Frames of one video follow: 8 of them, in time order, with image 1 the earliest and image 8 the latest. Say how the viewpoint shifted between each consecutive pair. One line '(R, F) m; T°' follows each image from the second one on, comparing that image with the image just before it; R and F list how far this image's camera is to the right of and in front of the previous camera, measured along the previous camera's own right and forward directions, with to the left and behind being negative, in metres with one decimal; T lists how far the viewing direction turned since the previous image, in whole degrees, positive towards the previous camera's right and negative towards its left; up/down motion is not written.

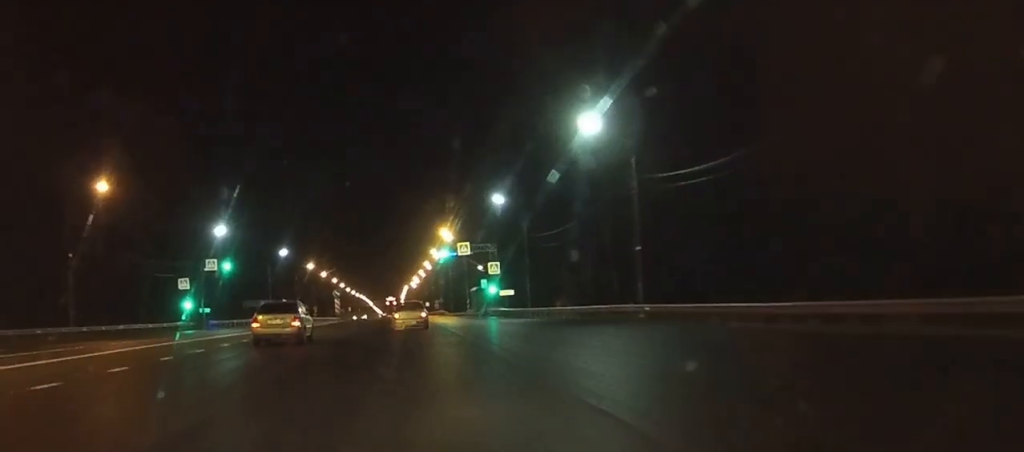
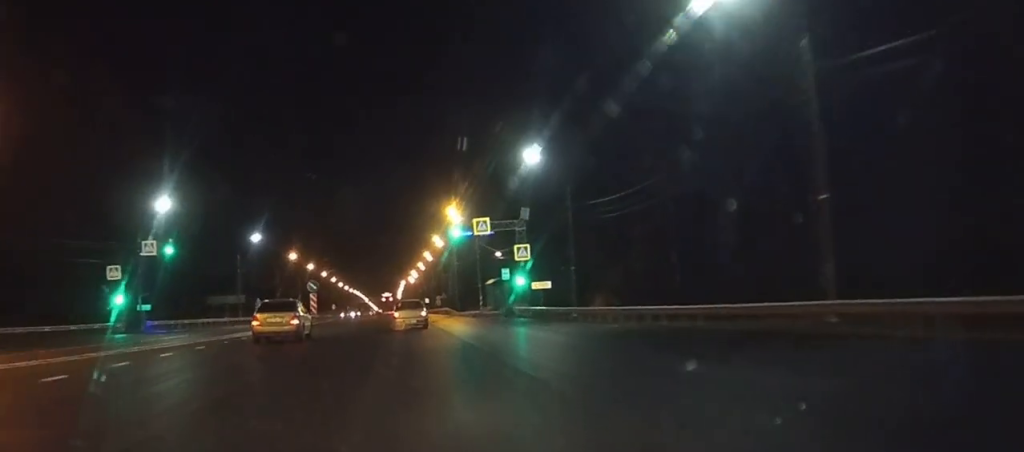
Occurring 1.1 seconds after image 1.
(+0.1, +22.5) m; 0°
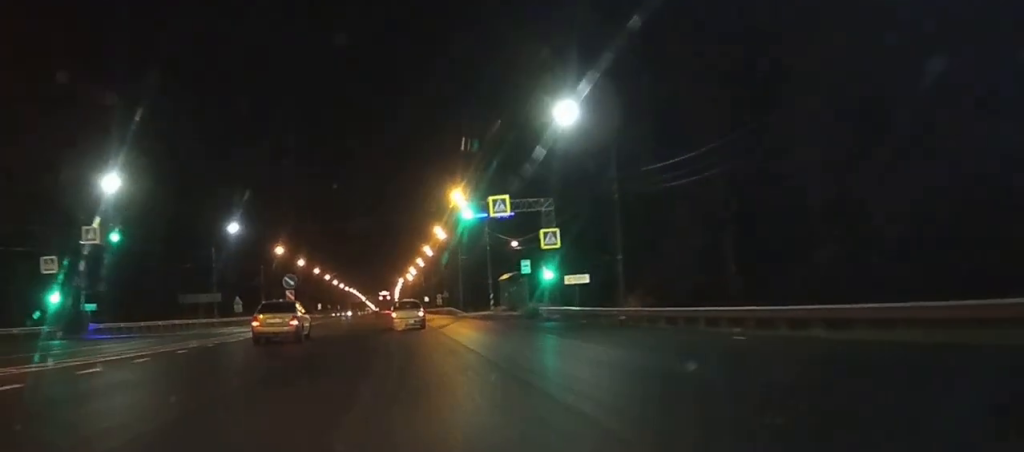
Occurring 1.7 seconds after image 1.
(+0.1, +13.3) m; 0°
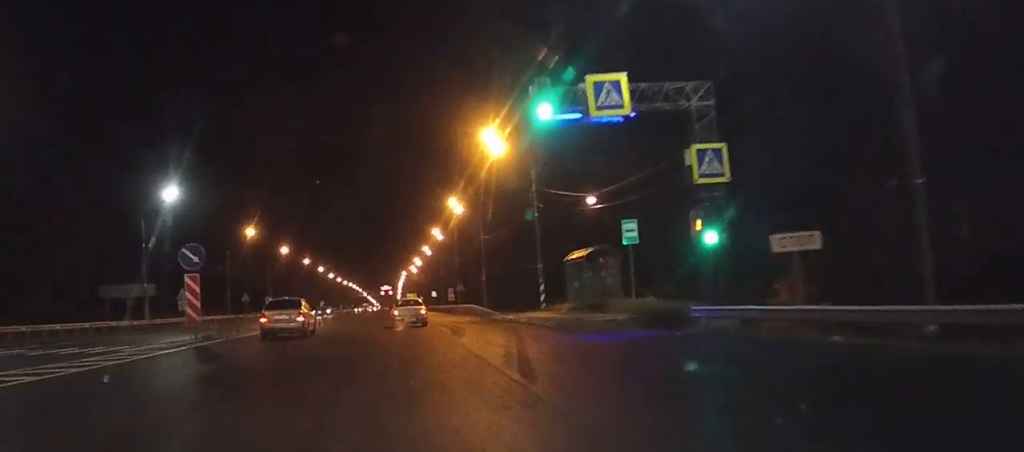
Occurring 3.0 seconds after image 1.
(-0.2, +26.7) m; -1°
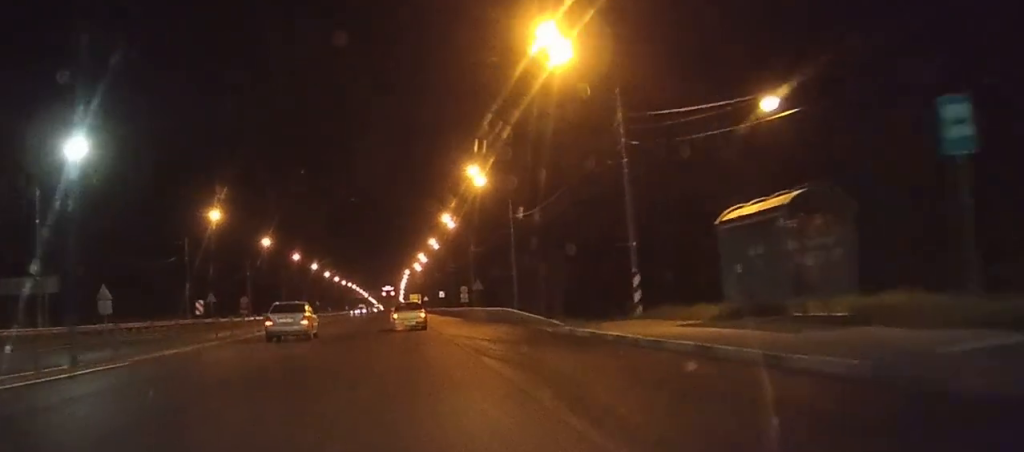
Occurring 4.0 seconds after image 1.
(-0.1, +21.2) m; 0°
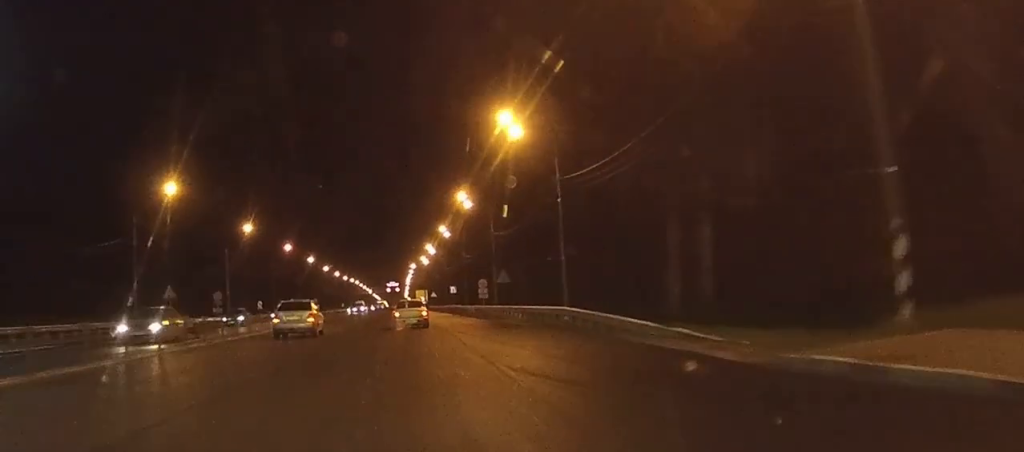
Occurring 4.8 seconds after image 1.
(0.0, +17.8) m; 0°
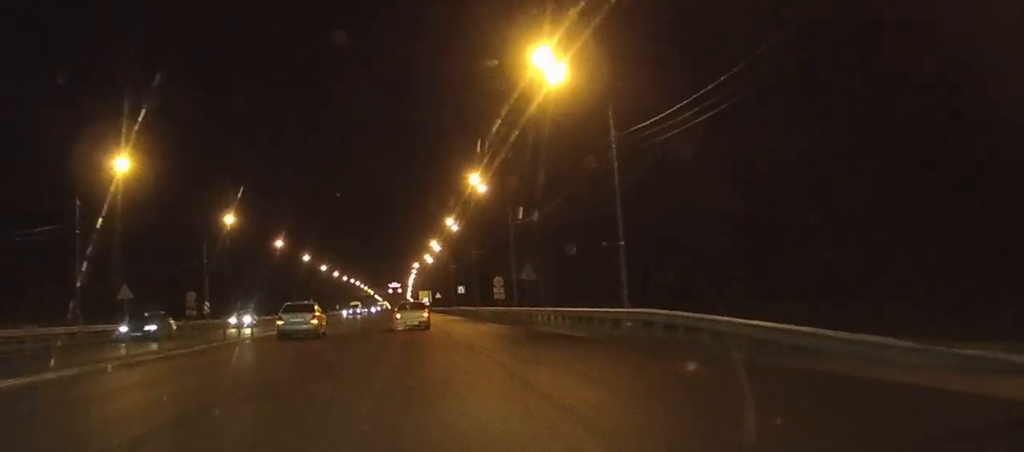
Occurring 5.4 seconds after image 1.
(0.0, +12.2) m; 0°
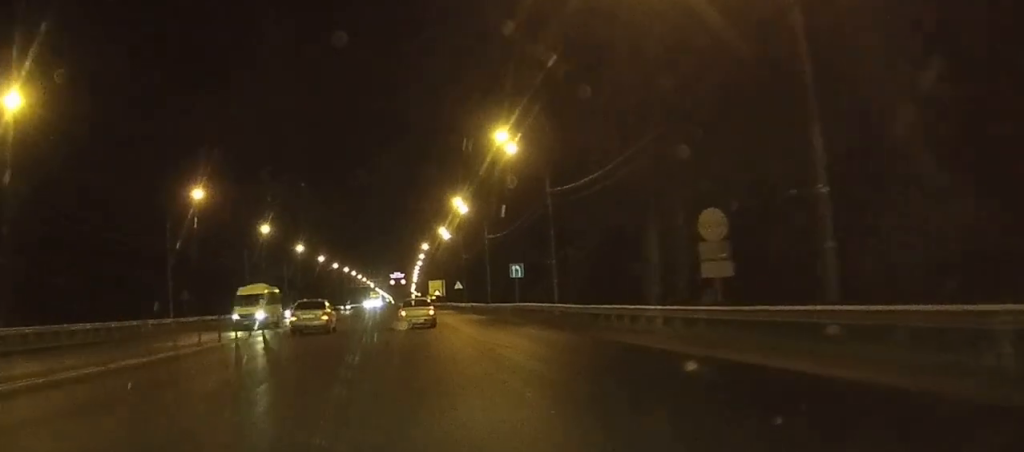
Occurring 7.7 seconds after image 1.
(-0.2, +51.5) m; 0°
